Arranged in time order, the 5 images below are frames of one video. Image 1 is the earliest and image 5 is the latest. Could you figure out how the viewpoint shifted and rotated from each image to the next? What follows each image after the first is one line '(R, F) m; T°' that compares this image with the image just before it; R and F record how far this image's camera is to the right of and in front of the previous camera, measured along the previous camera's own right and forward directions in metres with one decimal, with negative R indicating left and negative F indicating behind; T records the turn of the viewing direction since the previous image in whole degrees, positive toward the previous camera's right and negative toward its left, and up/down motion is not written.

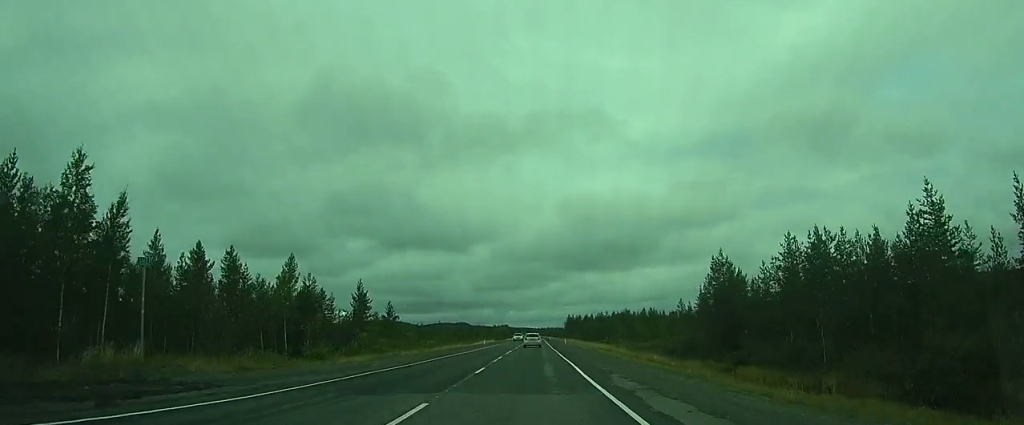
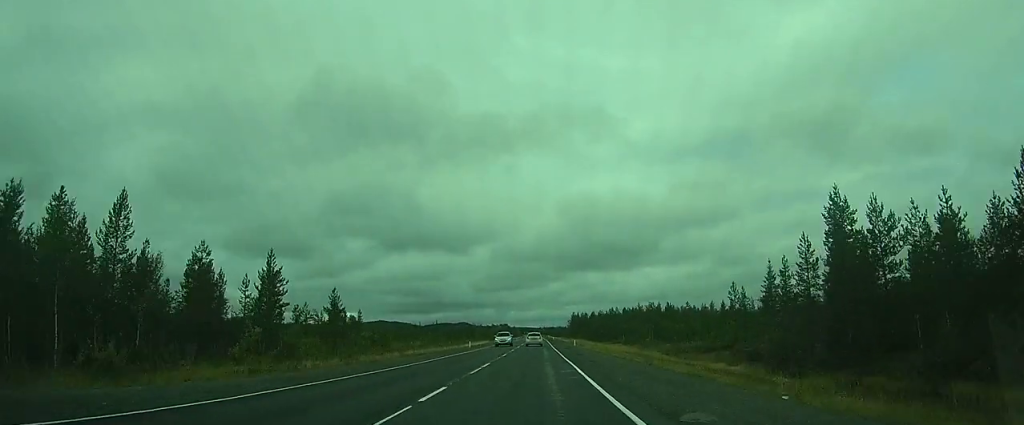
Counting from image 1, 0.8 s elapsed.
(0.0, +20.9) m; 0°
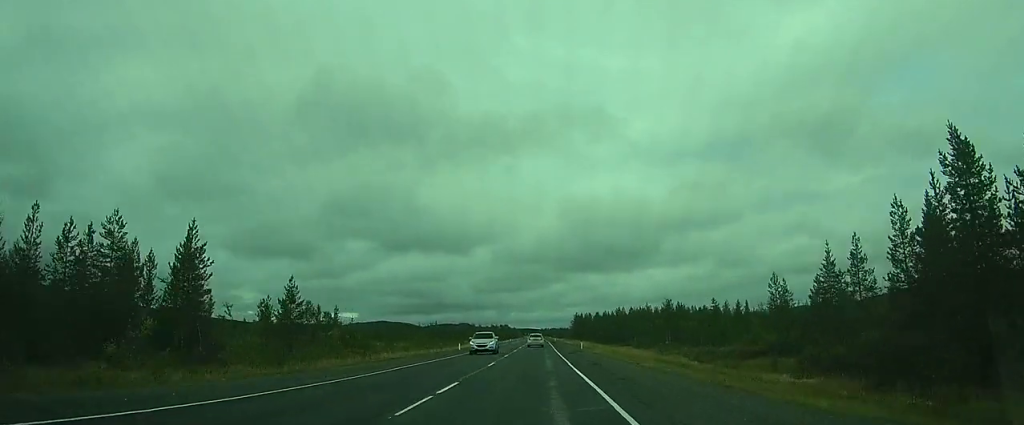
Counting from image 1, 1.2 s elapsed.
(-0.1, +10.1) m; 0°
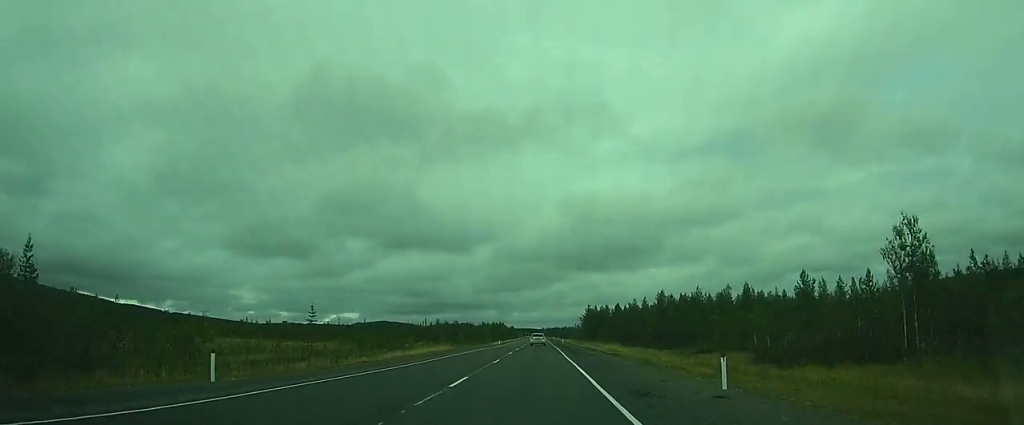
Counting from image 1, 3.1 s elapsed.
(0.0, +46.7) m; 0°
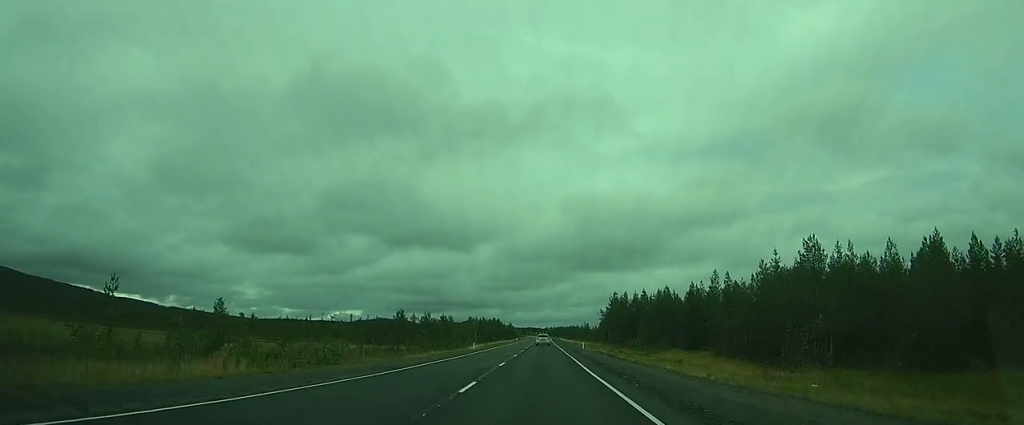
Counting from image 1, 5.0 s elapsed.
(0.0, +46.6) m; 0°
